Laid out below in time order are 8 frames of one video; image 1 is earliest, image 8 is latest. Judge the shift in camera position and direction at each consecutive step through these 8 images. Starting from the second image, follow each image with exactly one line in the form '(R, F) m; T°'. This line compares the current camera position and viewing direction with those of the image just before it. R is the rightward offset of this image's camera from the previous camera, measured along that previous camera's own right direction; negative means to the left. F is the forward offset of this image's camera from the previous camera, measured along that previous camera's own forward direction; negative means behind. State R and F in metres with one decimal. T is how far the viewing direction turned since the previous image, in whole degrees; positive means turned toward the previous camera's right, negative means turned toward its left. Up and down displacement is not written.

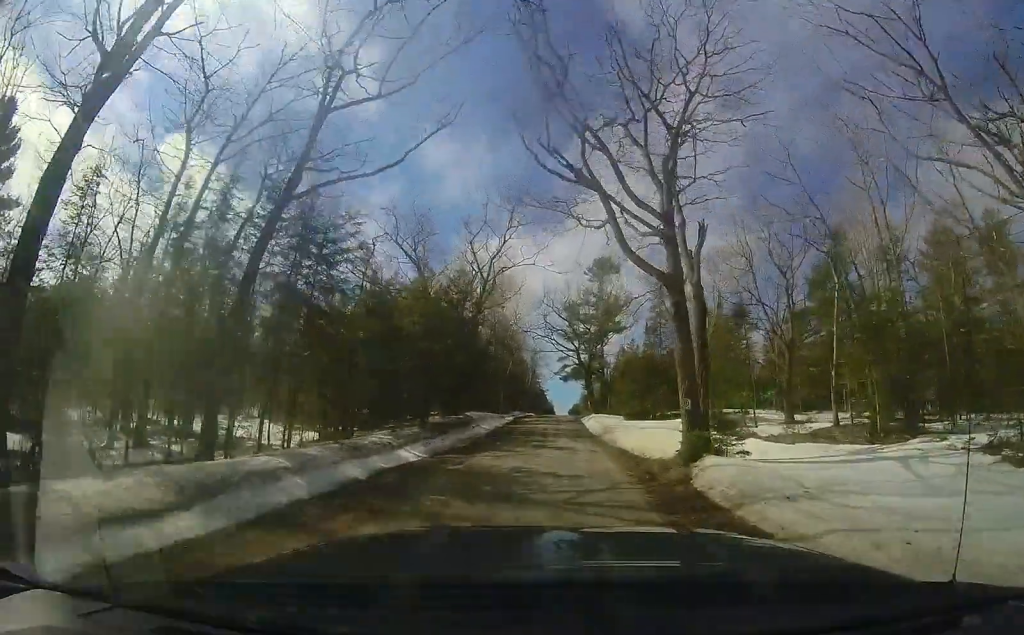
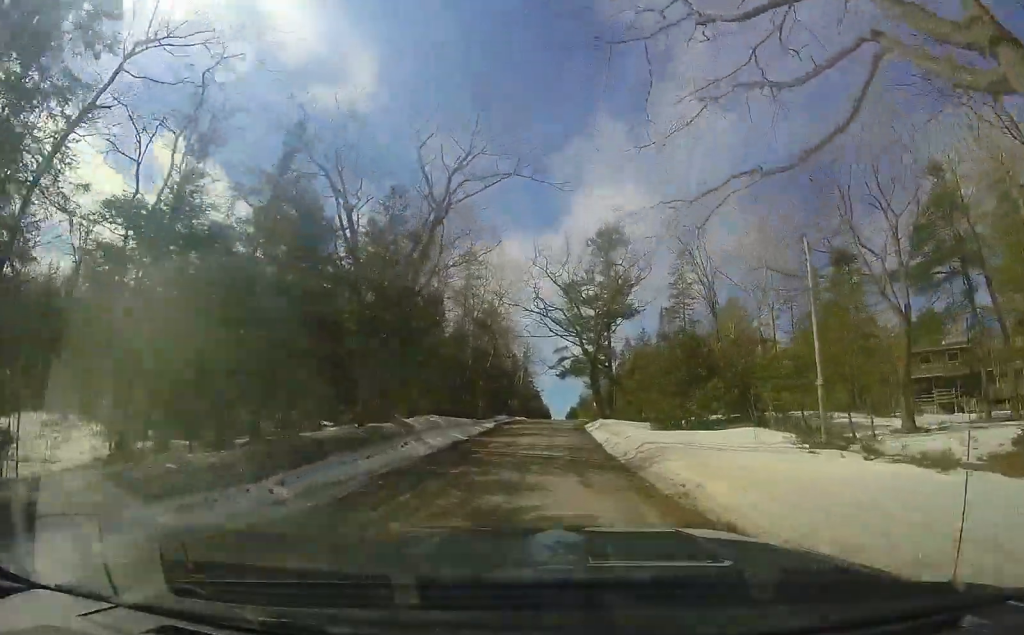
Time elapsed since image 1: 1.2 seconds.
(+0.3, +10.3) m; 0°
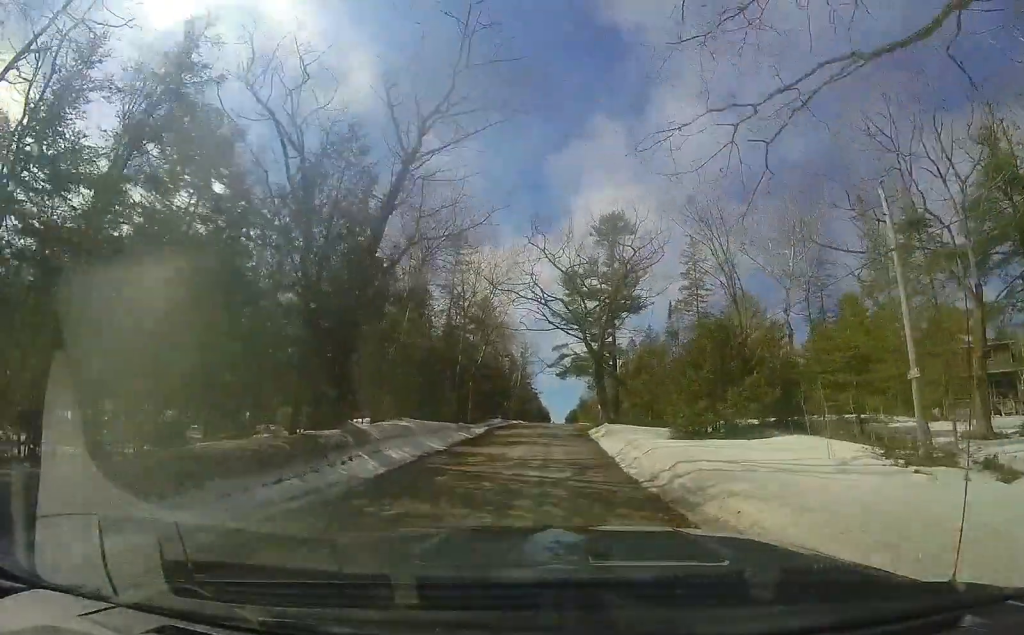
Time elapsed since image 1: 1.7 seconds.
(-0.2, +3.9) m; -1°
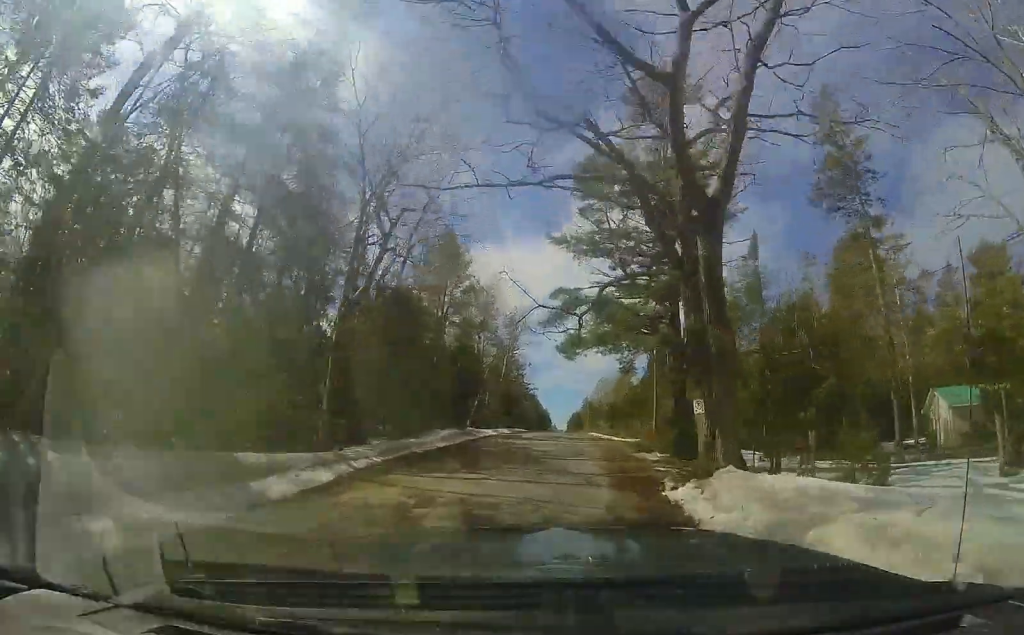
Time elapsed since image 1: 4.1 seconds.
(-0.6, +19.9) m; -2°
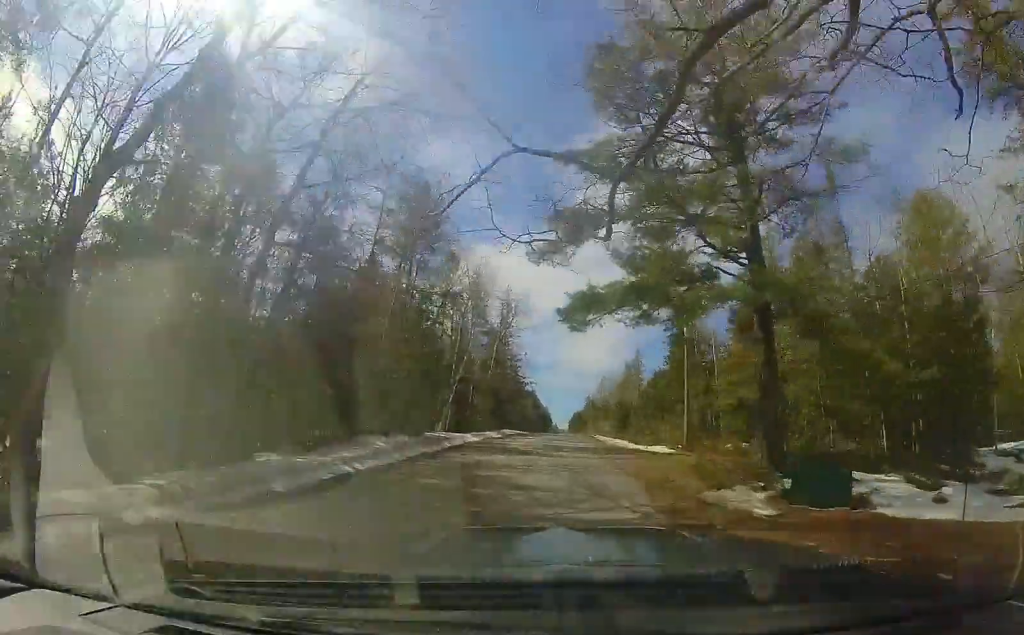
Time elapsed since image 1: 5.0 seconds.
(-0.1, +8.3) m; +2°
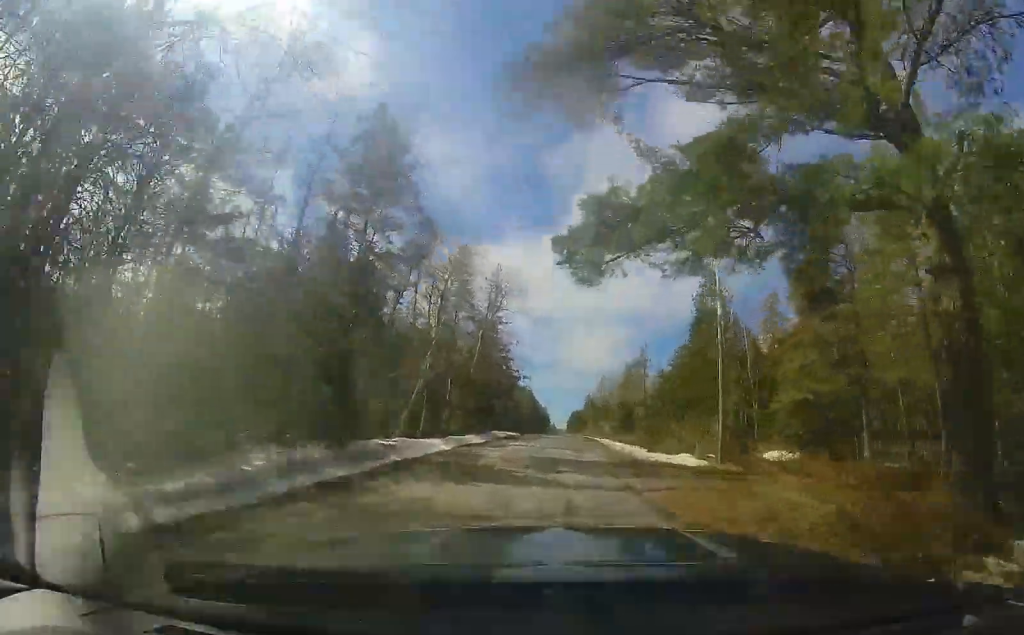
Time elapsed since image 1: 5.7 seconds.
(+0.2, +6.2) m; +1°
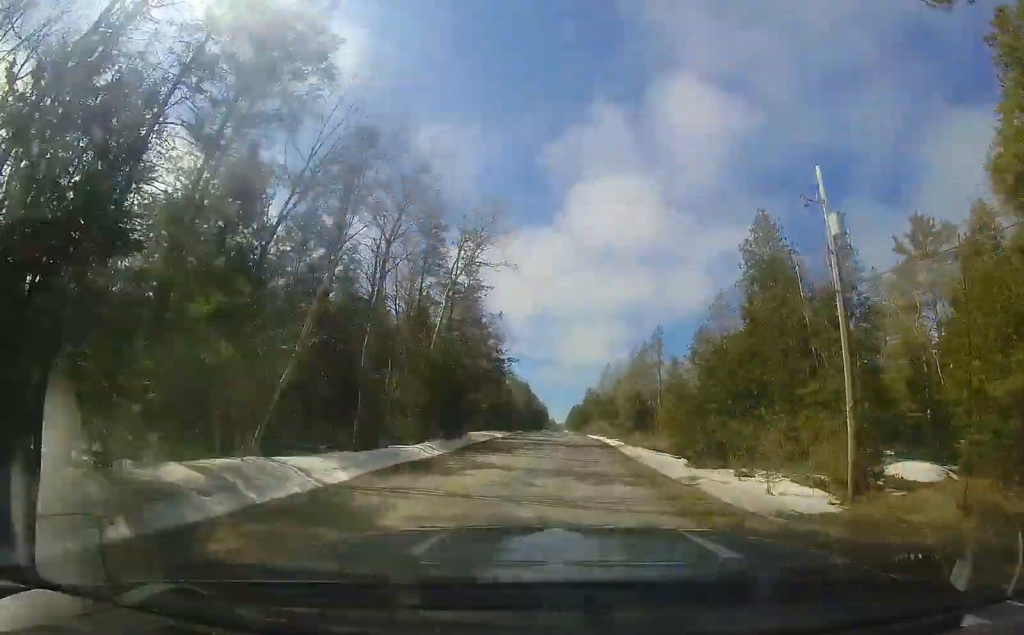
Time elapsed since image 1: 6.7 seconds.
(+0.1, +9.7) m; -1°
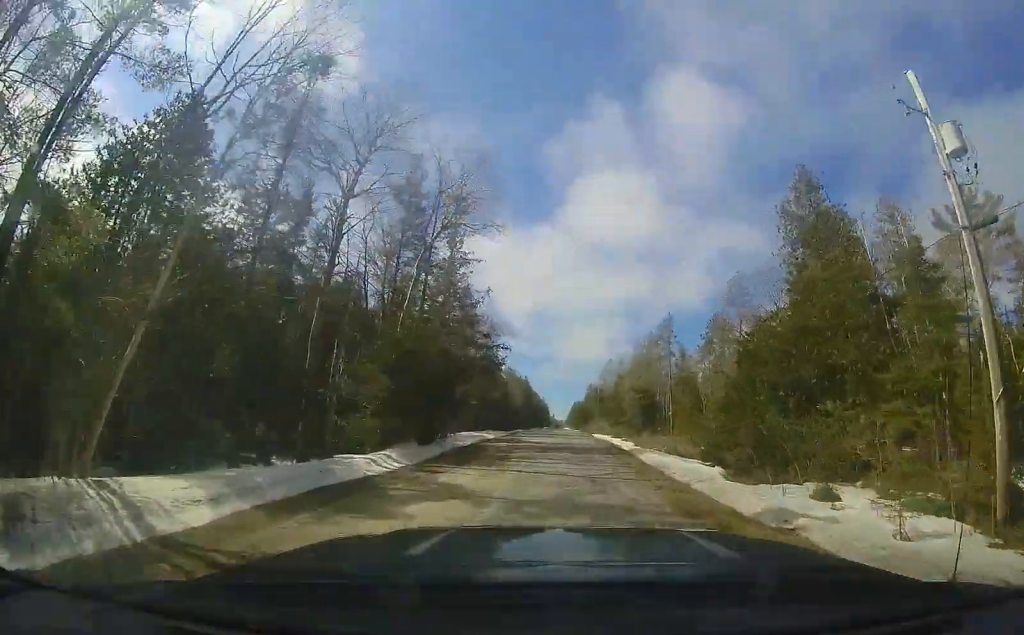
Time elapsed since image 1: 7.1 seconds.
(-0.2, +4.7) m; -1°
